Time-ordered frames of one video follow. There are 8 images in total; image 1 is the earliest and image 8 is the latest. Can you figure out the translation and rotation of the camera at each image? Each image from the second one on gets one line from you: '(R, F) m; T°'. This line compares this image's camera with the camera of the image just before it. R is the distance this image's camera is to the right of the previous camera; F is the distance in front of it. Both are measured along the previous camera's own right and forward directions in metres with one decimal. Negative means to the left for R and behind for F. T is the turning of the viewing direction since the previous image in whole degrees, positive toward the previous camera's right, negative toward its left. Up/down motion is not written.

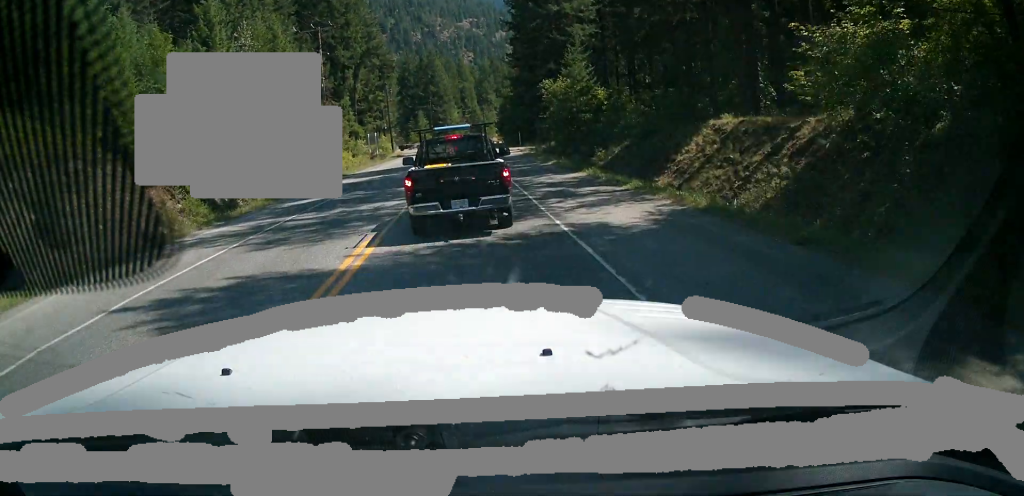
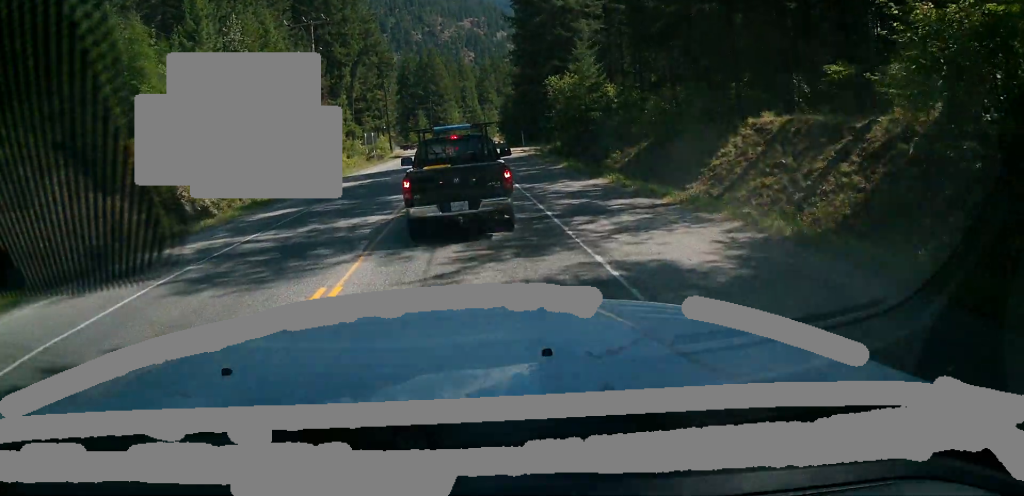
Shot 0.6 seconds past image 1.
(+0.1, +5.0) m; -1°
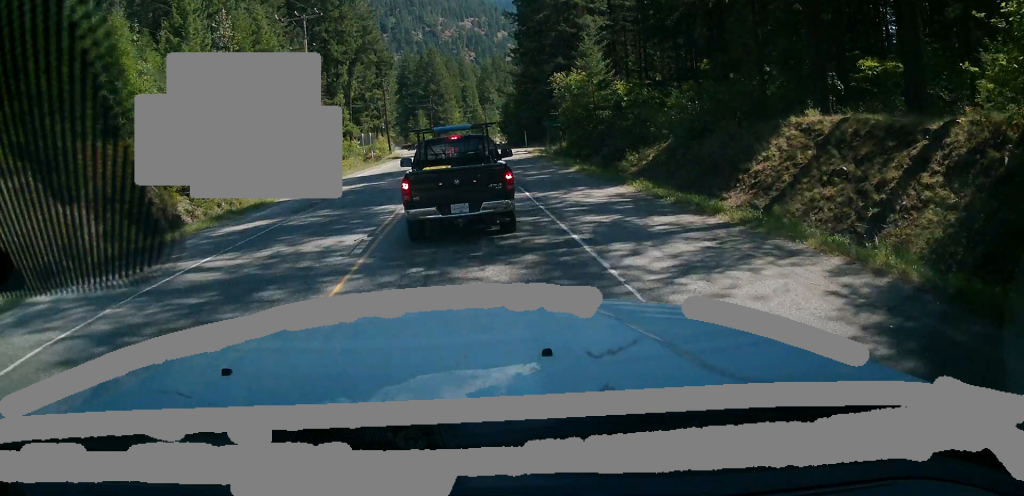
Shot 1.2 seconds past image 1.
(-0.1, +4.1) m; -1°
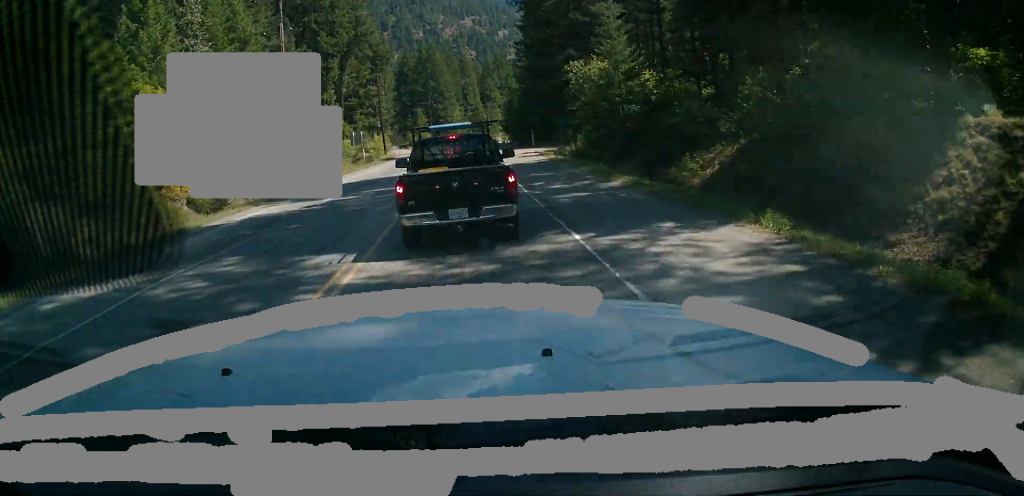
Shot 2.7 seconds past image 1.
(0.0, +10.3) m; +1°
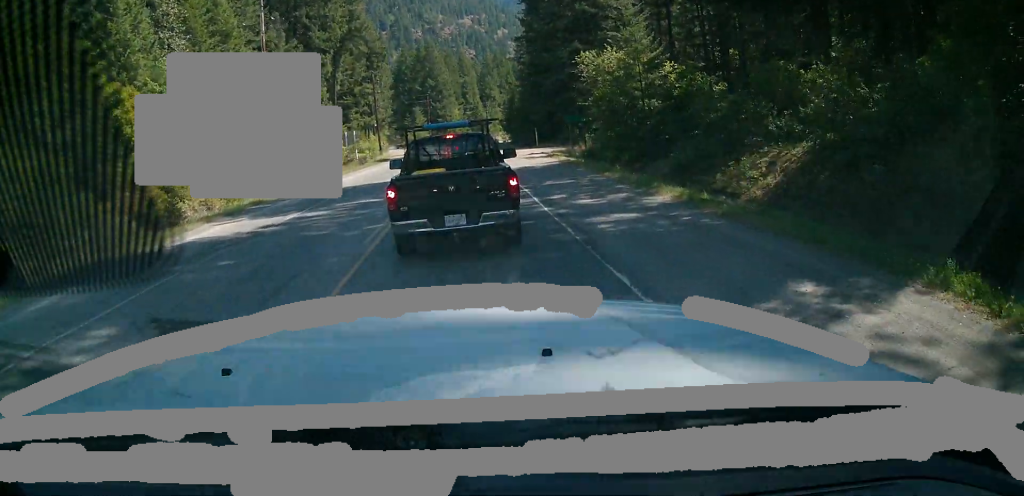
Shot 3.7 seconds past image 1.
(0.0, +5.7) m; 0°
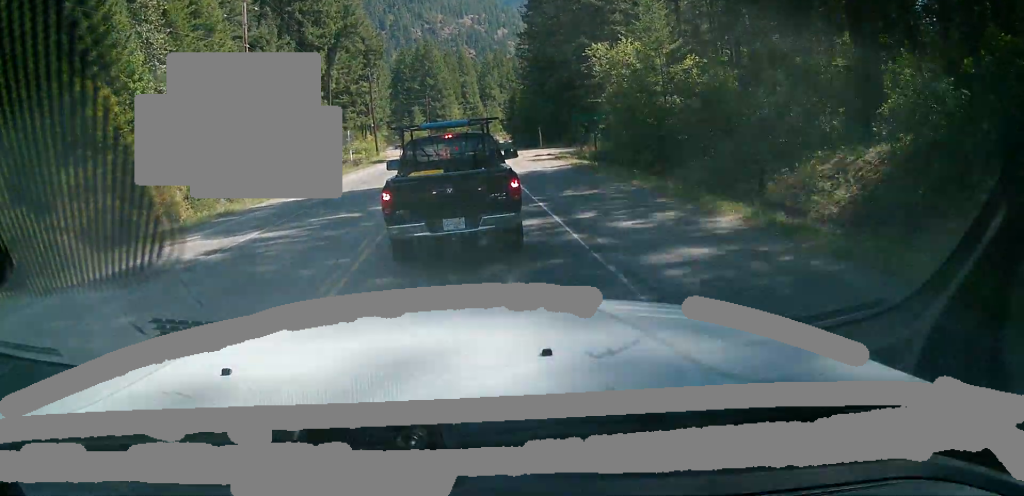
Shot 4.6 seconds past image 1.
(0.0, +4.6) m; 0°
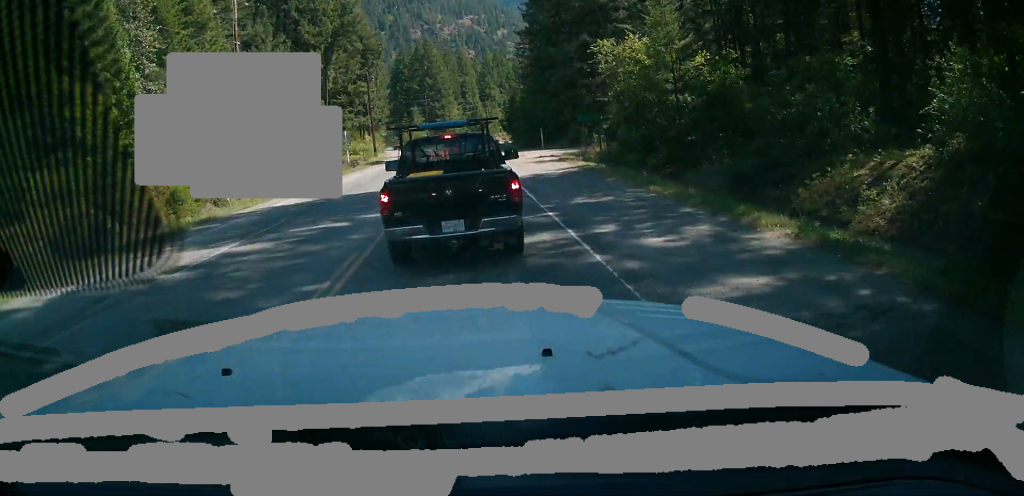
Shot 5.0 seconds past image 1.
(0.0, +2.2) m; 0°
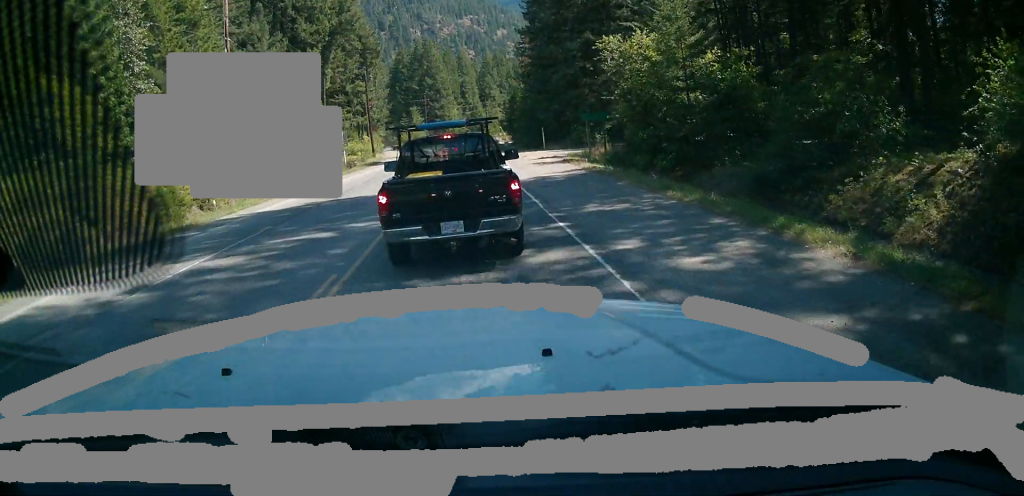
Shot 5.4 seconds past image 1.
(0.0, +1.9) m; 0°
